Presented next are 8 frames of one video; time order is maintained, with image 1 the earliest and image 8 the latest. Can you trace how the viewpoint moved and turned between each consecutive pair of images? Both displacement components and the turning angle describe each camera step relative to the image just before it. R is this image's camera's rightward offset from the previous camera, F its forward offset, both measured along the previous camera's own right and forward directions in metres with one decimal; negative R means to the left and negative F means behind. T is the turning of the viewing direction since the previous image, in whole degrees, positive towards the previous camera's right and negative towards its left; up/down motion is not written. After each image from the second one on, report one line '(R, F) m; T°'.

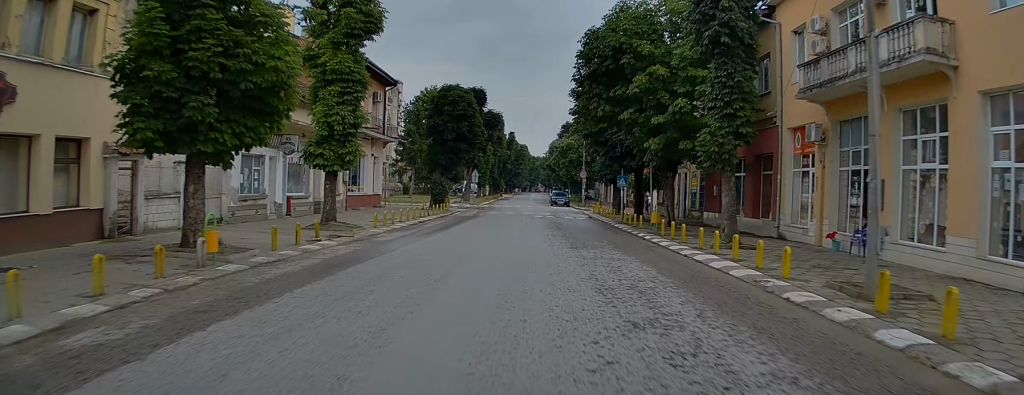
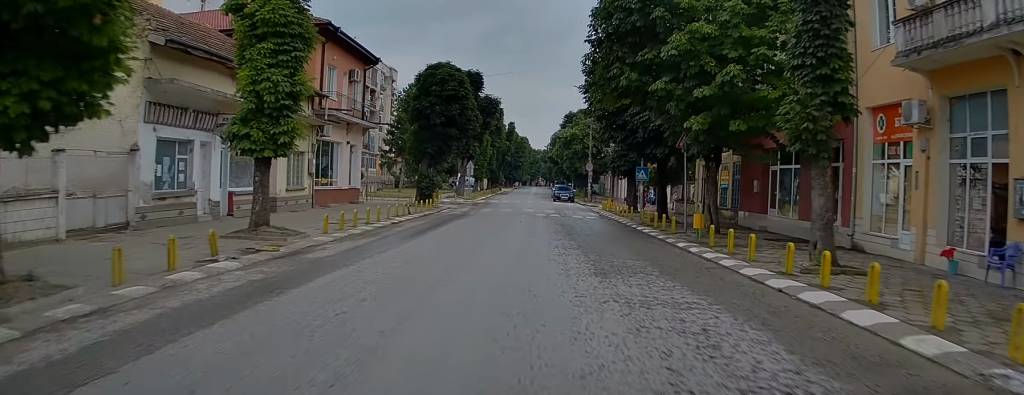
(0.0, +5.6) m; 0°
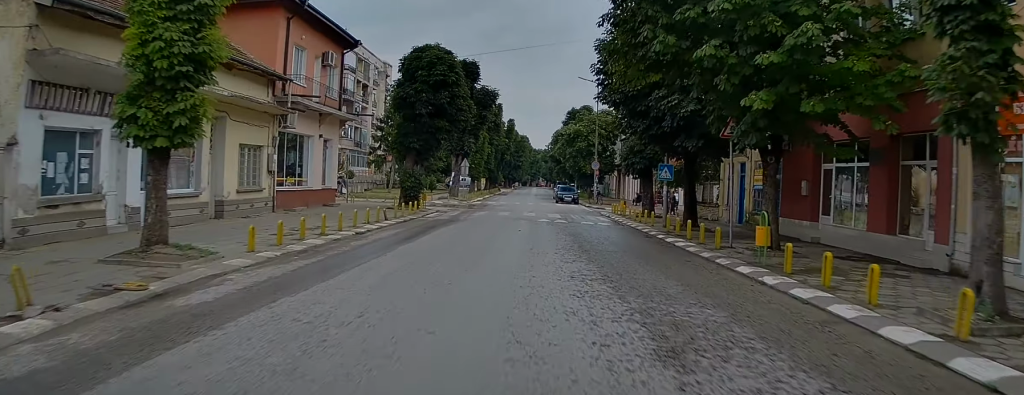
(0.0, +4.8) m; 0°
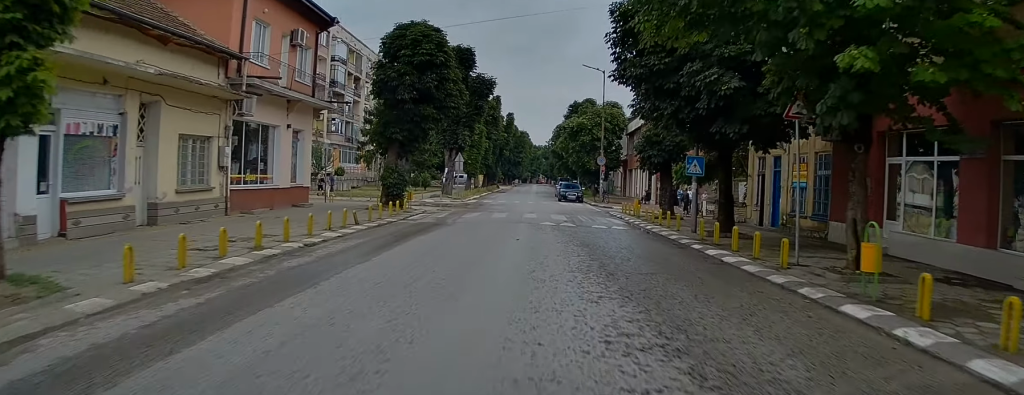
(0.0, +4.2) m; 0°
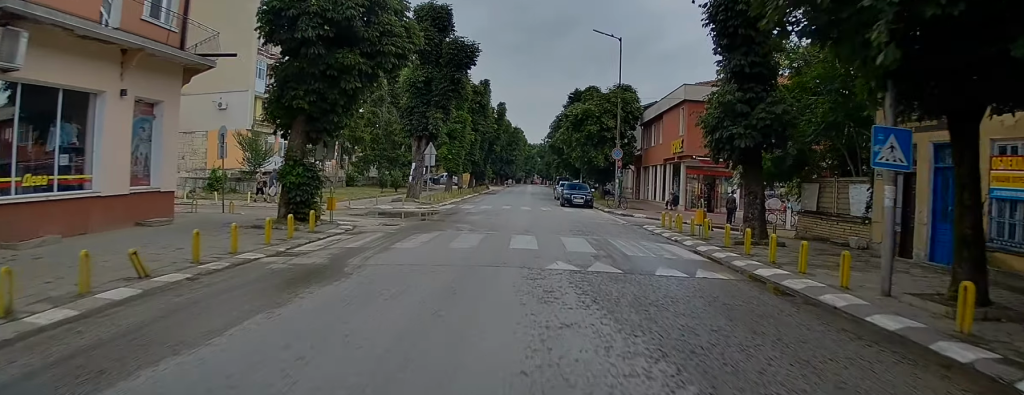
(0.0, +11.7) m; 0°
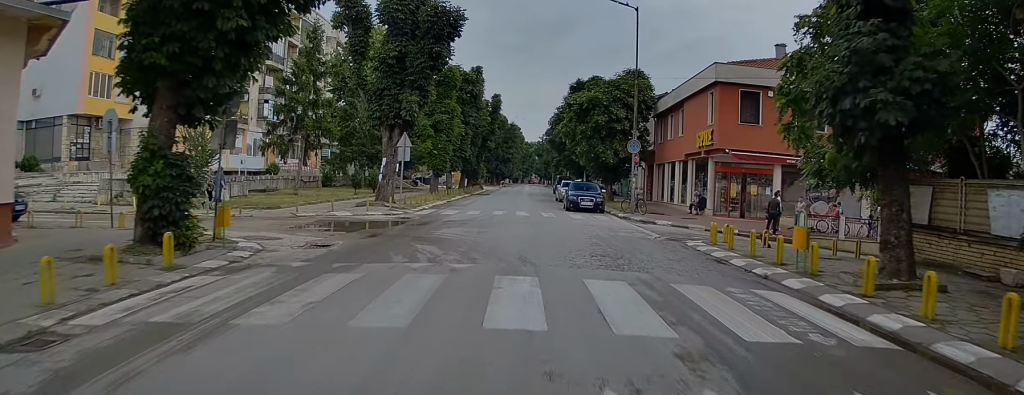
(0.0, +7.3) m; 0°
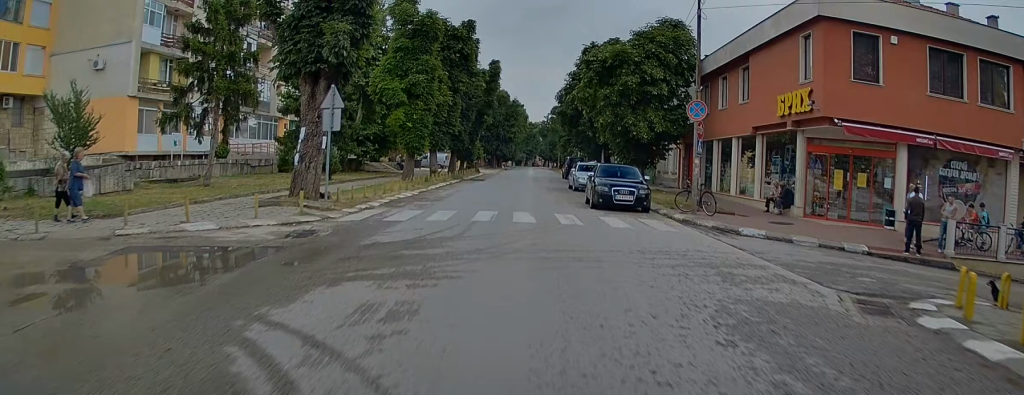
(-0.3, +11.7) m; -5°
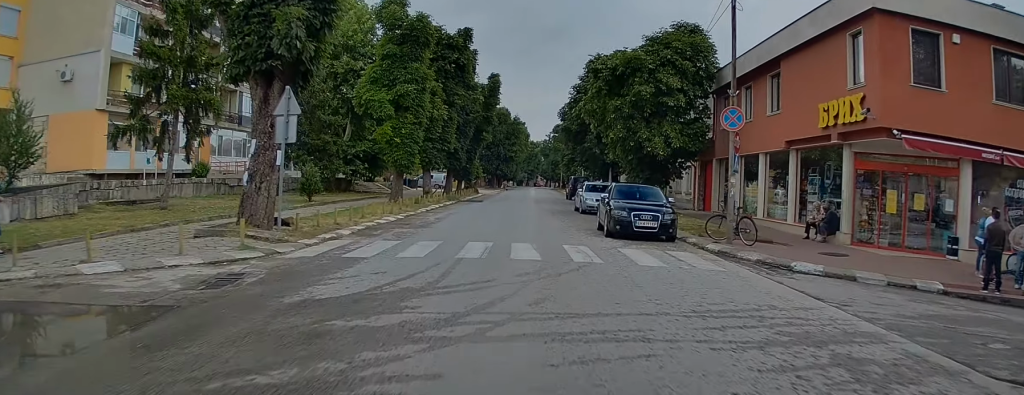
(-0.3, +3.6) m; 0°
